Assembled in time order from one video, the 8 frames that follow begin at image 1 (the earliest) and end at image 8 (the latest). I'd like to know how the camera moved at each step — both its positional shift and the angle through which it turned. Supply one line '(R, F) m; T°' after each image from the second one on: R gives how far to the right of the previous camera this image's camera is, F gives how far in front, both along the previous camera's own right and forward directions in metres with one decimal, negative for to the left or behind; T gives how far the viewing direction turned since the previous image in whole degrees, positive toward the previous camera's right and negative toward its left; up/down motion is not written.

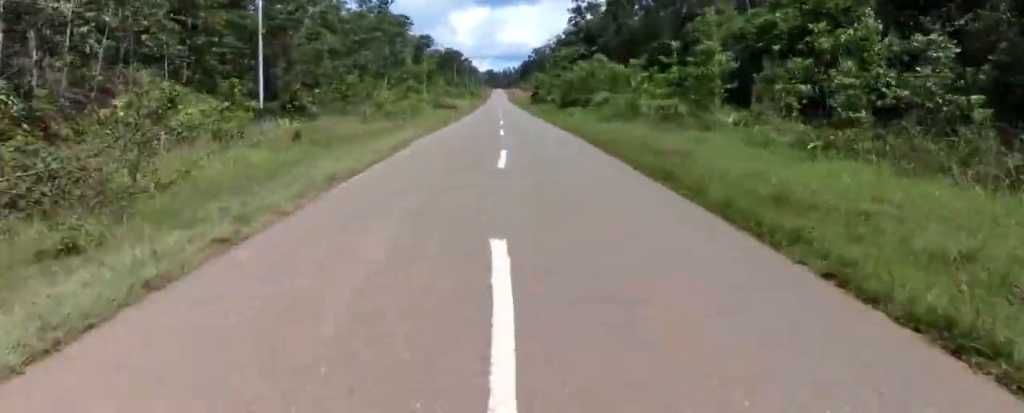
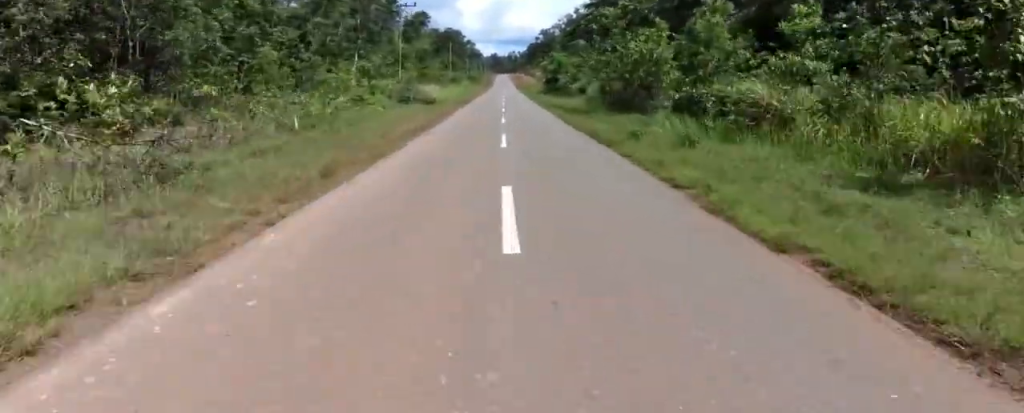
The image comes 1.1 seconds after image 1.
(+0.3, +20.9) m; +2°
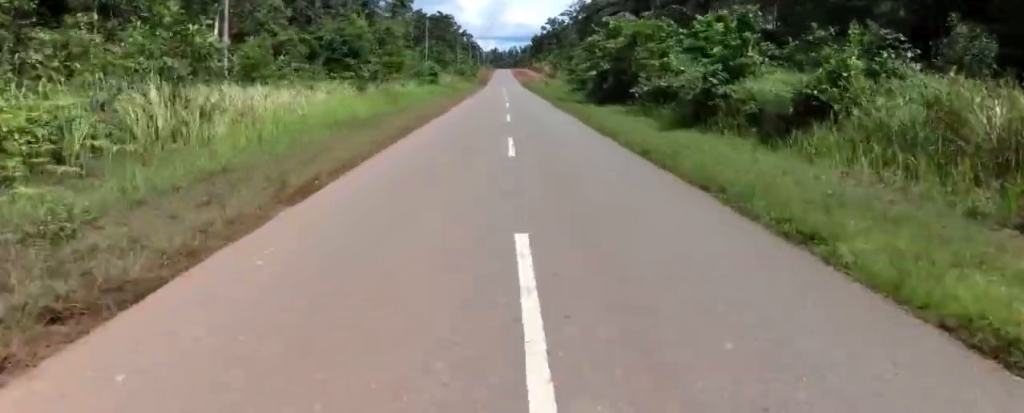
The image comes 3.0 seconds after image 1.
(+0.4, +36.4) m; +1°
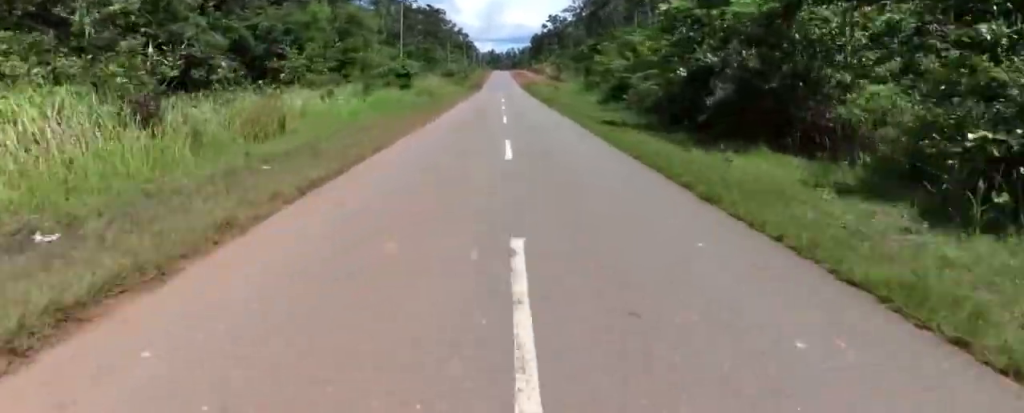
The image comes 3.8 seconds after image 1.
(+0.5, +16.5) m; 0°
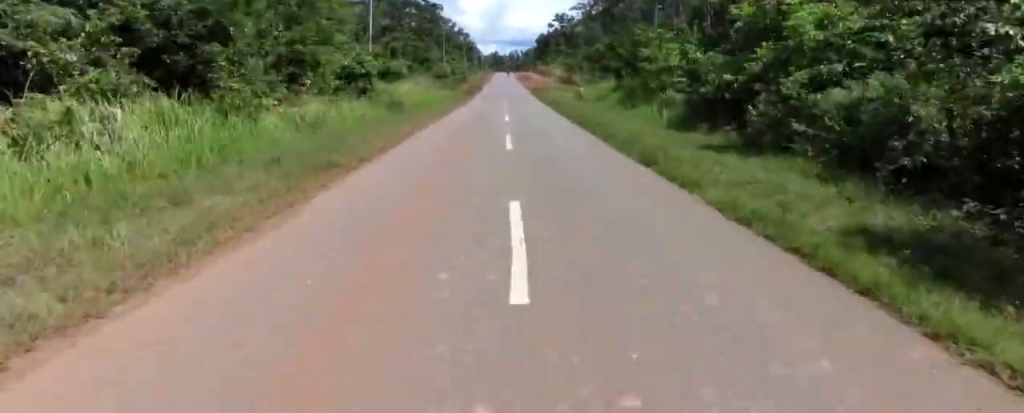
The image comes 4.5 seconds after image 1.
(-1.0, +14.1) m; 0°
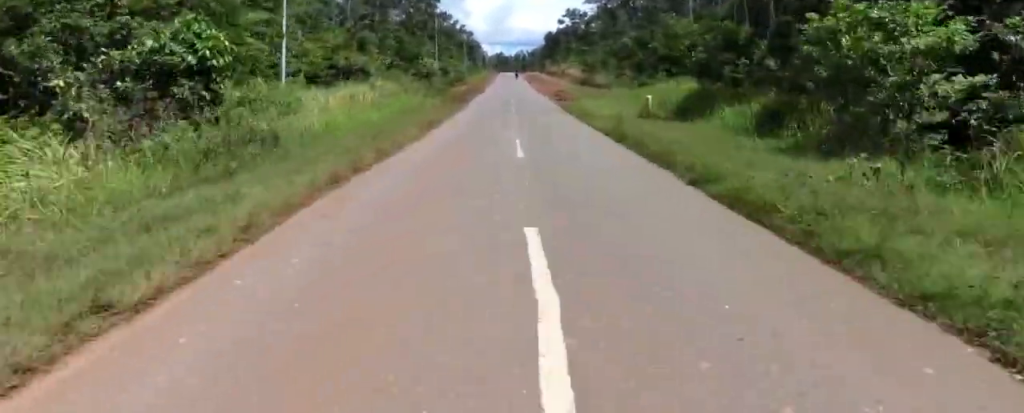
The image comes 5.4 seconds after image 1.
(+1.0, +17.3) m; +1°
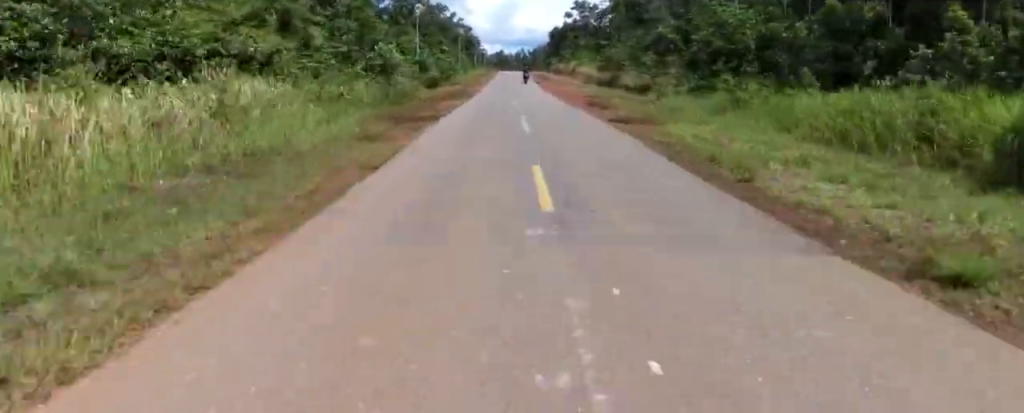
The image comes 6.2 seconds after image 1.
(-0.2, +17.9) m; -2°
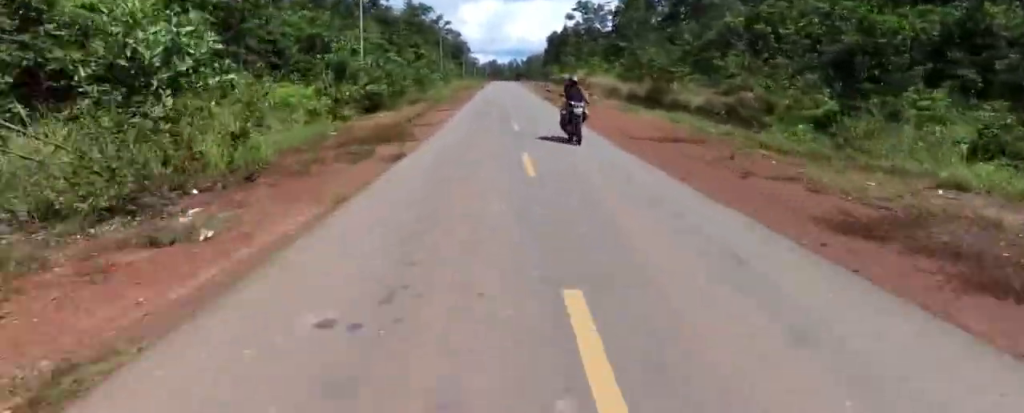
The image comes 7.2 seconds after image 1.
(-0.7, +21.1) m; -1°
